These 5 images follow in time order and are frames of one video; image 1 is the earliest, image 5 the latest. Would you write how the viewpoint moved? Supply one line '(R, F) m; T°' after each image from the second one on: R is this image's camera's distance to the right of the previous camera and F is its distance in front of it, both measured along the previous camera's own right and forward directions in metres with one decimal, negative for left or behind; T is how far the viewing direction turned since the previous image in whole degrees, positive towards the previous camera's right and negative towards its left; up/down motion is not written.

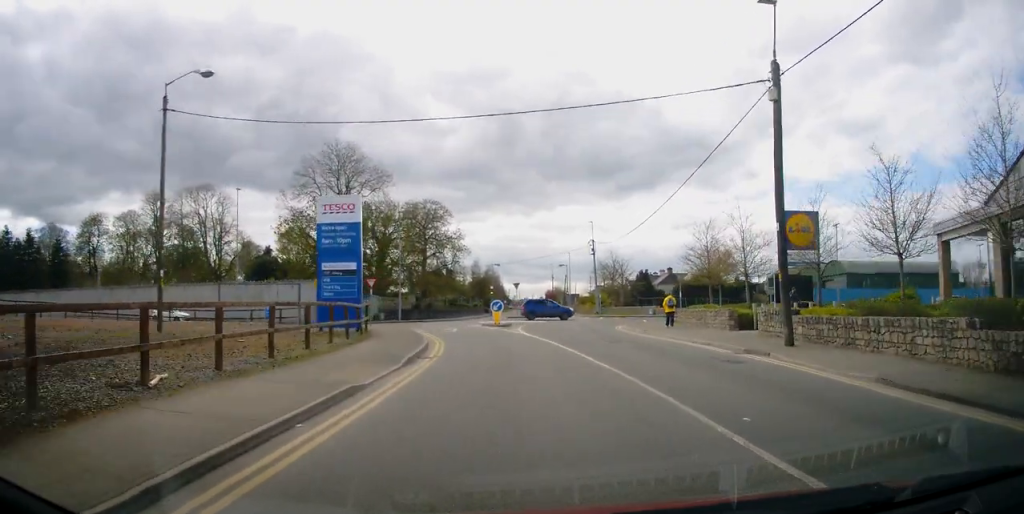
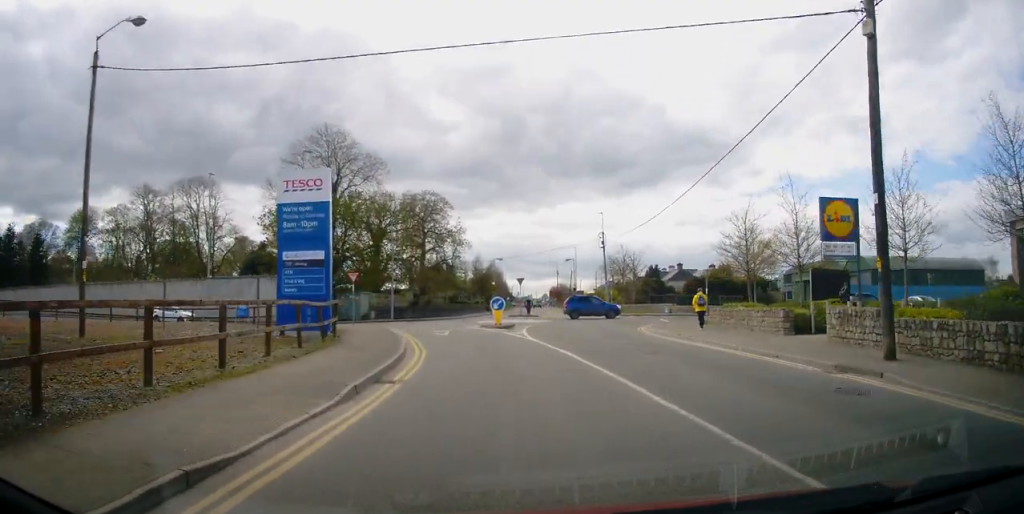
(-0.1, +4.7) m; -2°
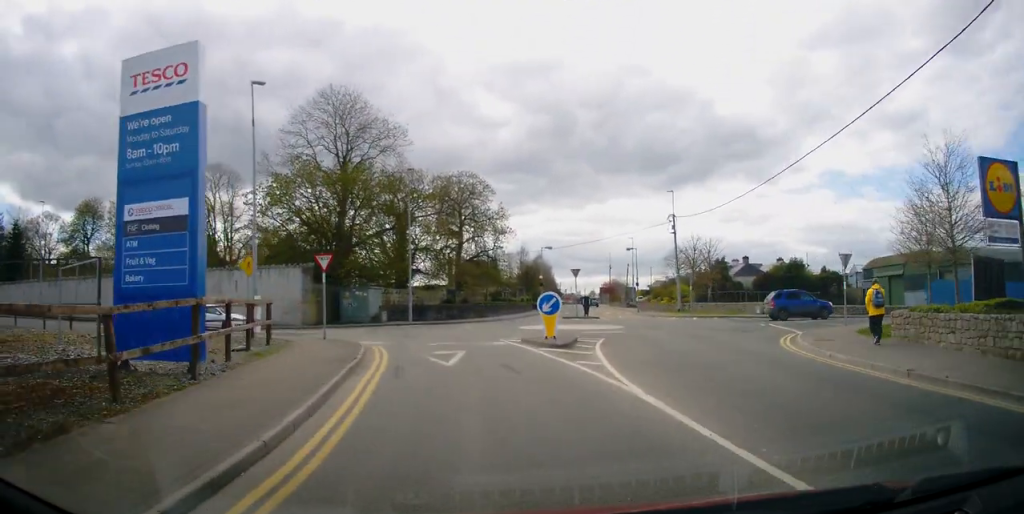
(-0.4, +11.2) m; -3°
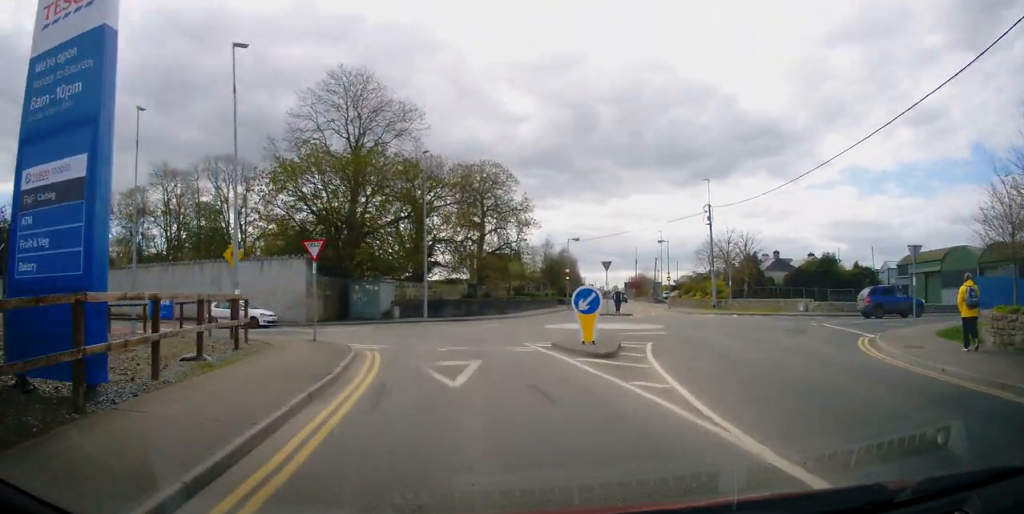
(0.0, +3.5) m; -1°
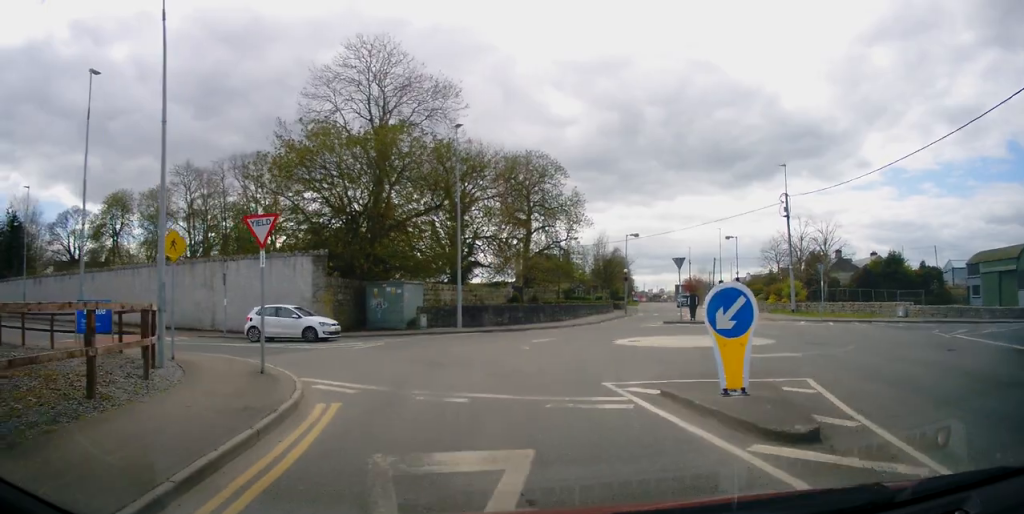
(-0.2, +6.9) m; -4°
